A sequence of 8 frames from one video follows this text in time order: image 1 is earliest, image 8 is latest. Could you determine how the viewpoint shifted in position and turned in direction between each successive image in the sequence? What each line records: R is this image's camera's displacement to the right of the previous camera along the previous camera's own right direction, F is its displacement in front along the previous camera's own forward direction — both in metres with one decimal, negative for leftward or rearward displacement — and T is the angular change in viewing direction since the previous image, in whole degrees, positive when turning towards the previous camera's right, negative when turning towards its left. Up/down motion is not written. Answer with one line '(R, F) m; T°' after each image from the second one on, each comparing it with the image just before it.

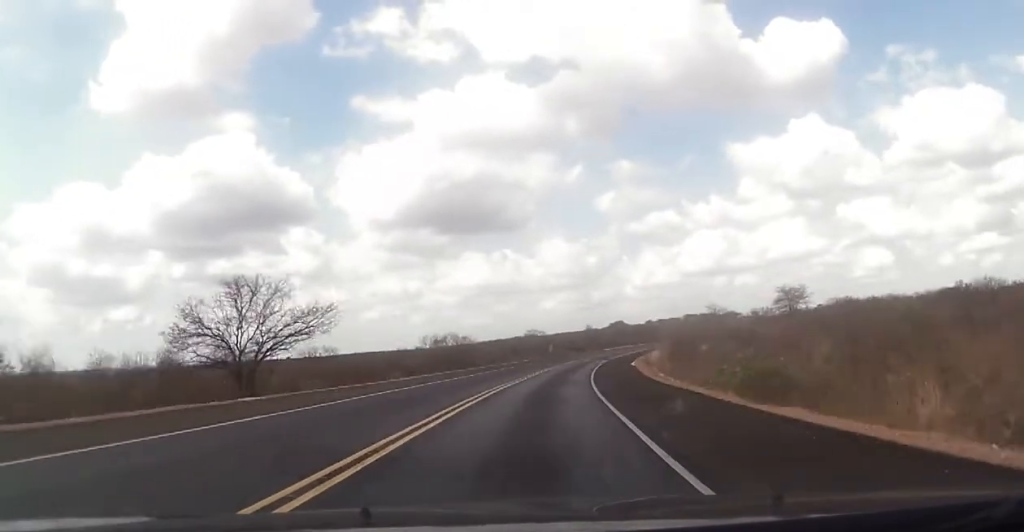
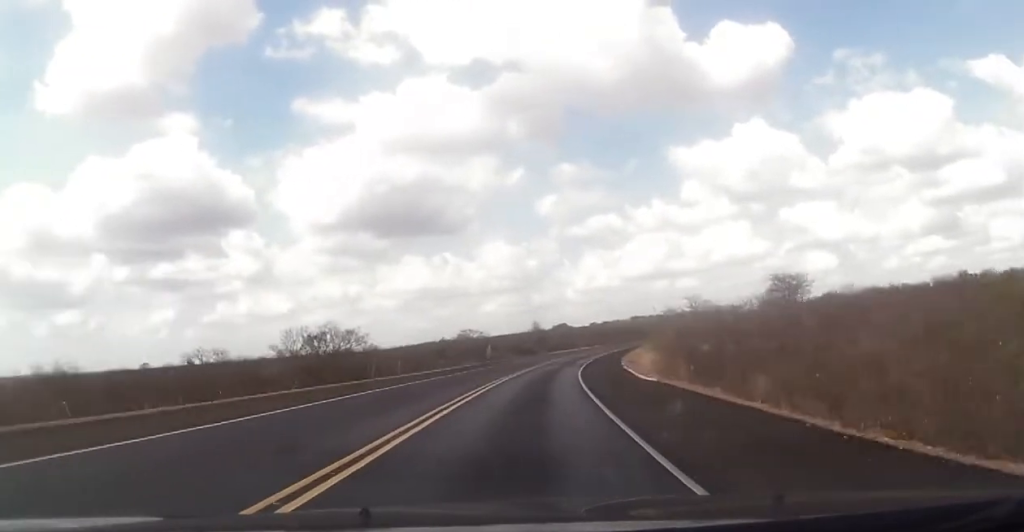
(+0.7, +29.7) m; +4°
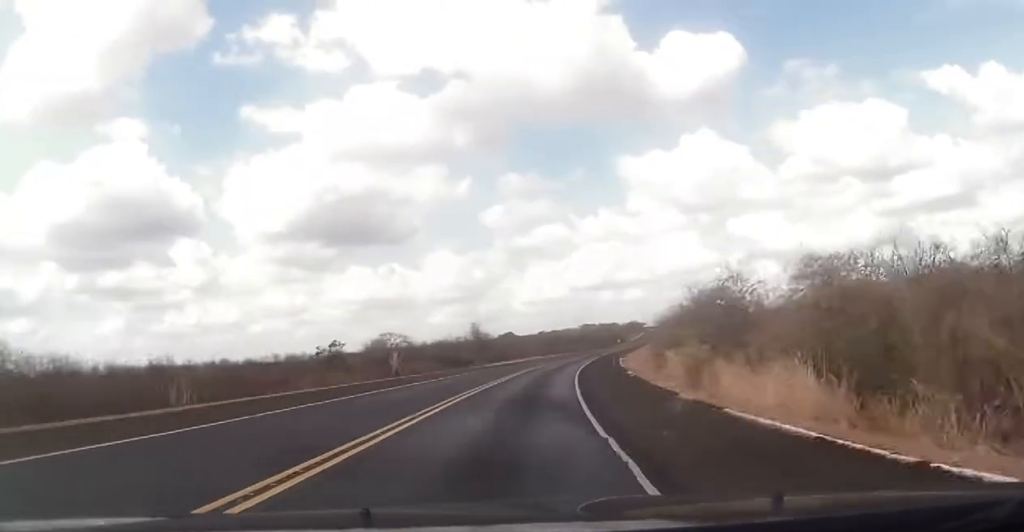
(+1.9, +35.0) m; +5°
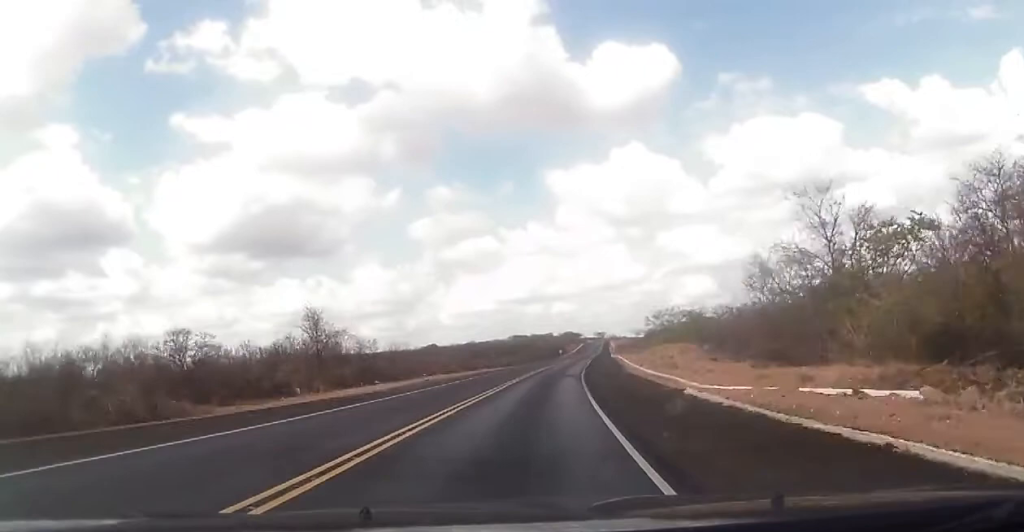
(+2.5, +52.7) m; +6°
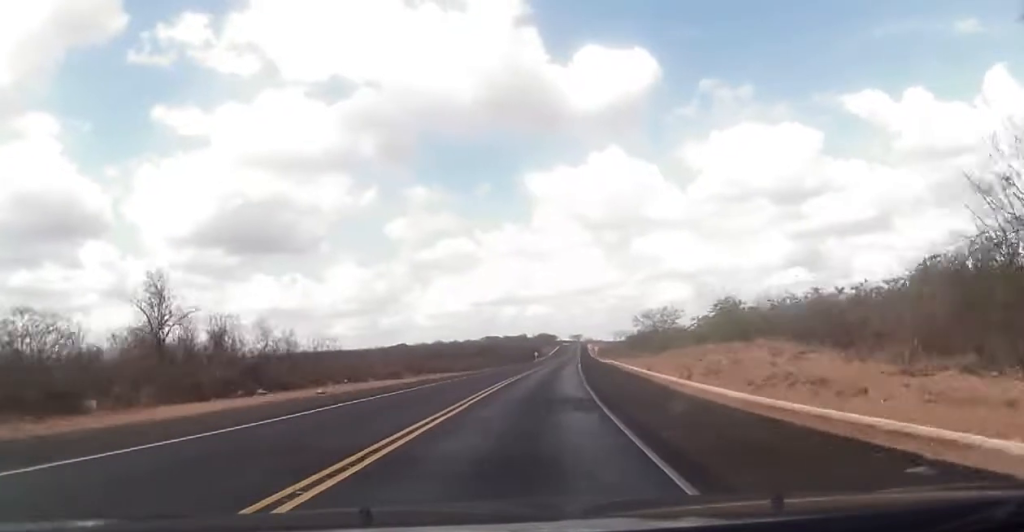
(+1.0, +20.9) m; +2°
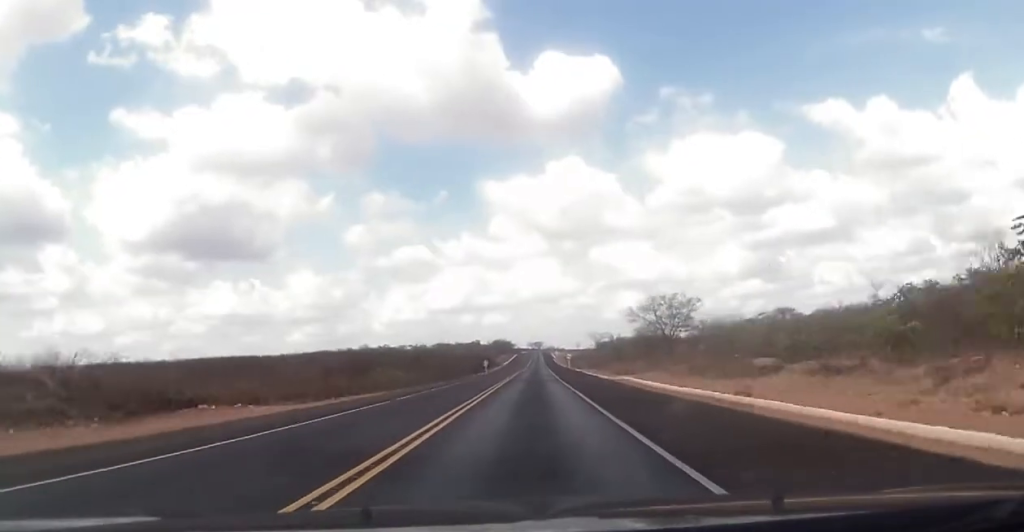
(+1.5, +46.4) m; +5°
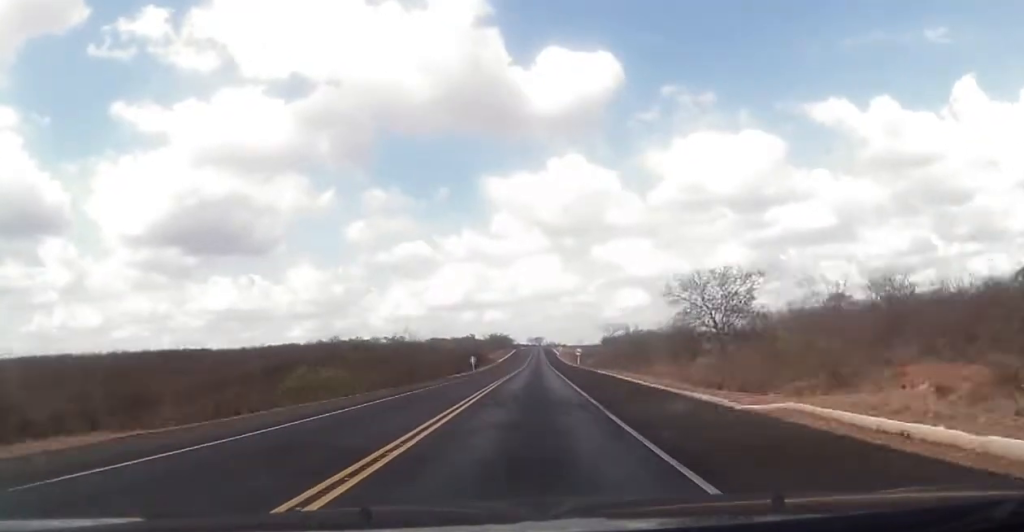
(+1.0, +27.7) m; +2°
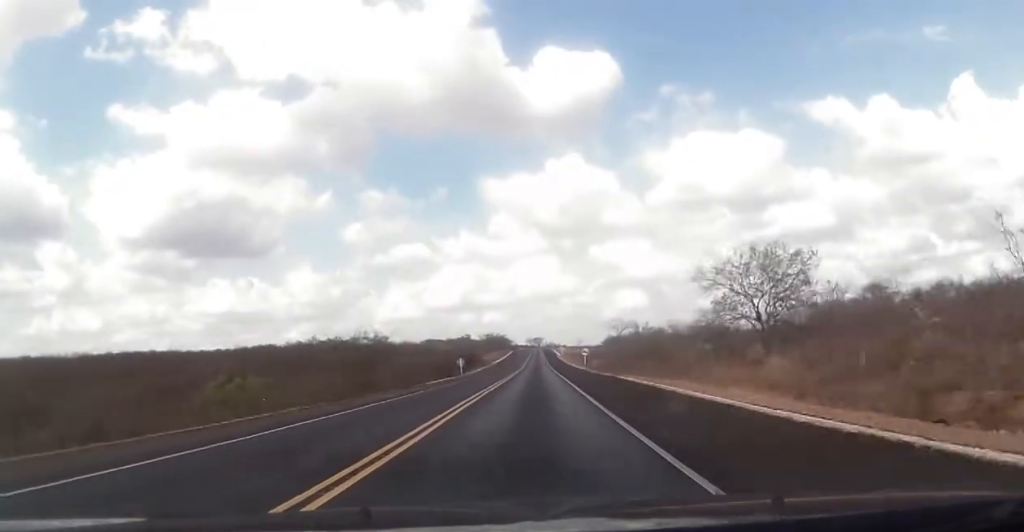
(+0.1, +14.5) m; 0°
